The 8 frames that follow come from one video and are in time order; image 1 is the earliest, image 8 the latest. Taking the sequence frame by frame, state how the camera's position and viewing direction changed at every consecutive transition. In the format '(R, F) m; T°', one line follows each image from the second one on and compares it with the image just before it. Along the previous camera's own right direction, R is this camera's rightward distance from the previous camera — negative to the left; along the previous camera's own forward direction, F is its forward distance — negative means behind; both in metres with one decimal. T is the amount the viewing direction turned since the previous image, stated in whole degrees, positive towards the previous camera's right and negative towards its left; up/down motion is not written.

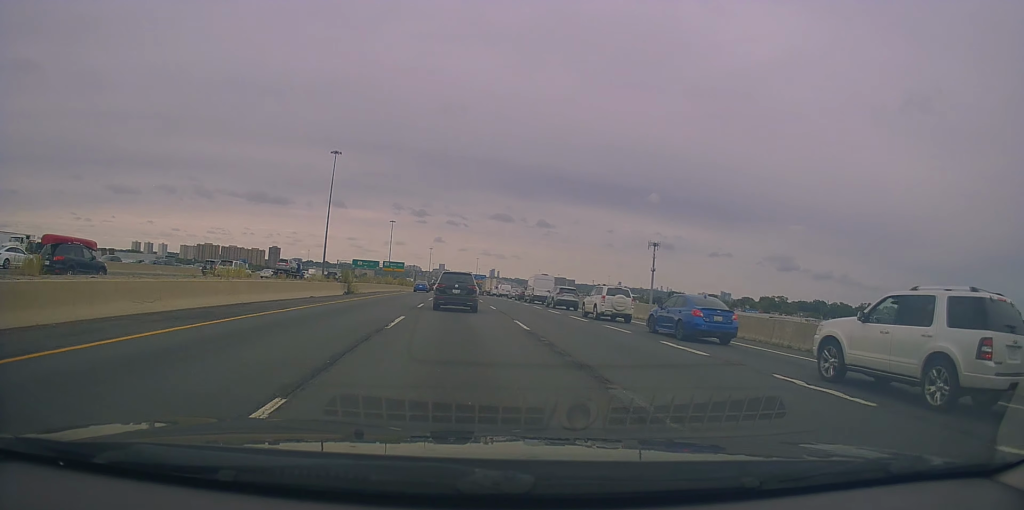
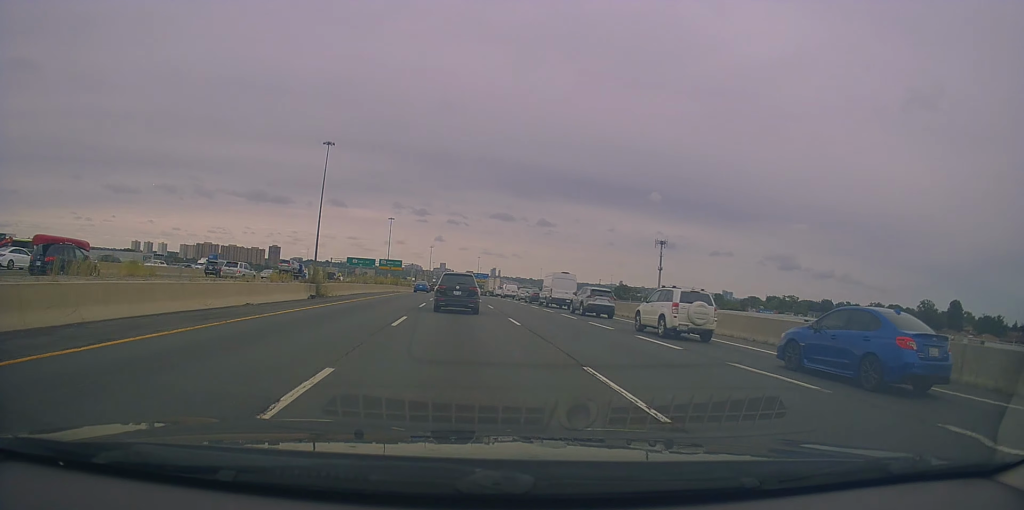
(-0.2, +10.4) m; 0°
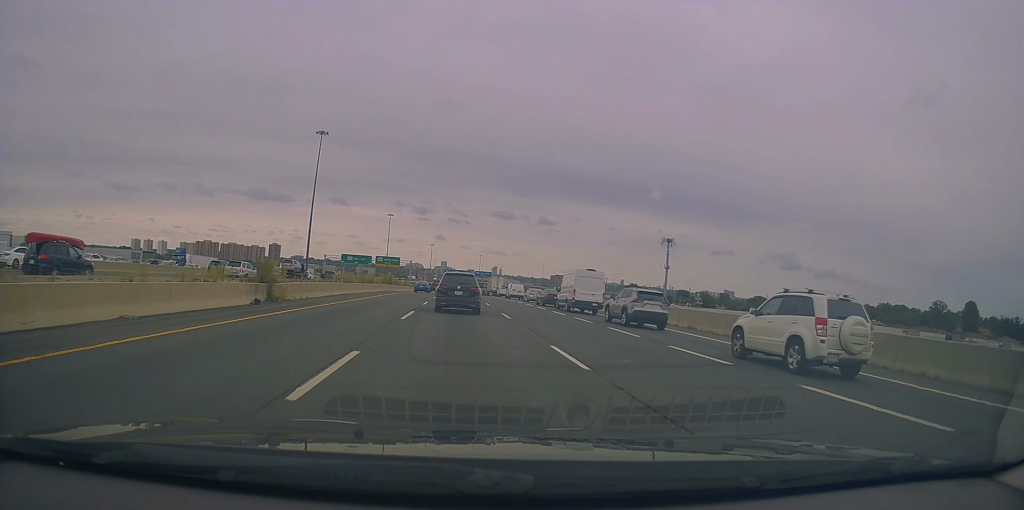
(+0.1, +9.4) m; +1°
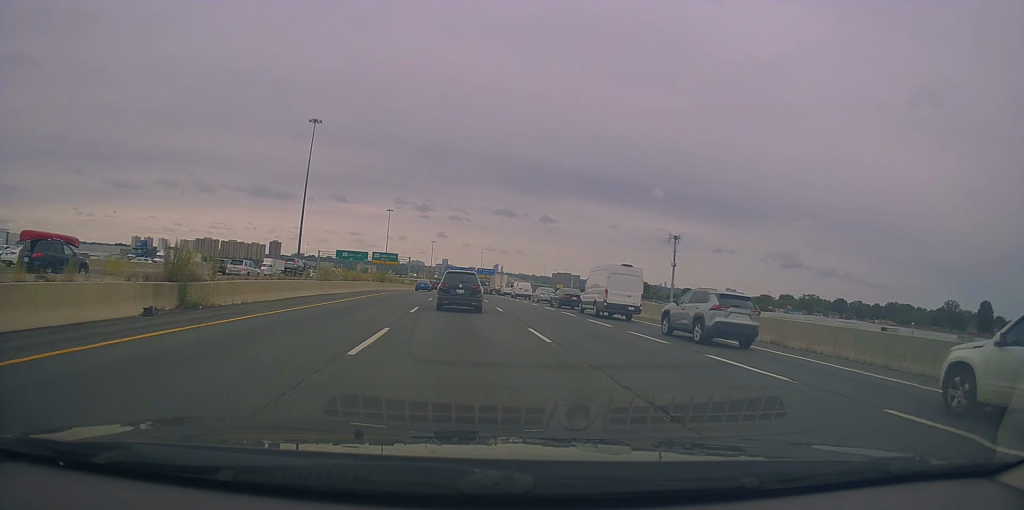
(0.0, +8.8) m; +1°
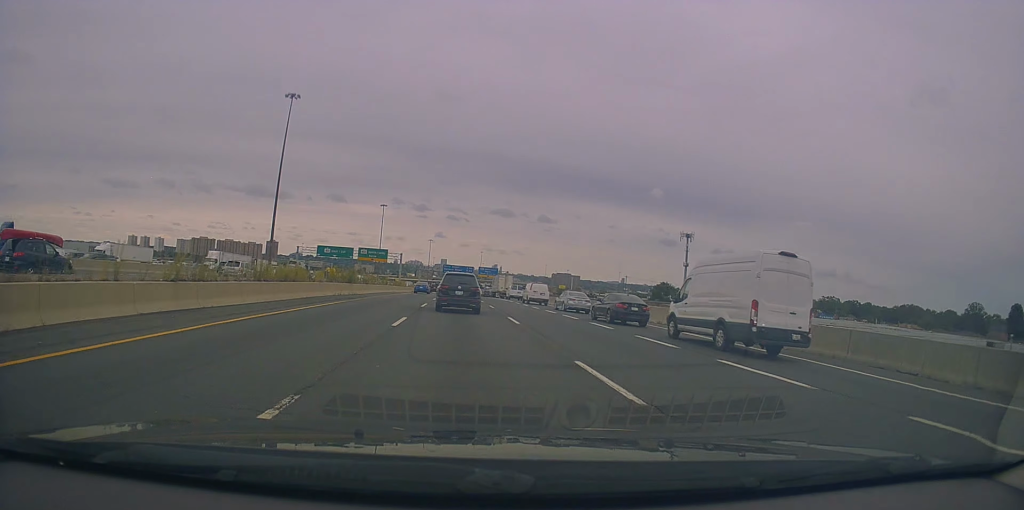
(+0.2, +19.3) m; -1°
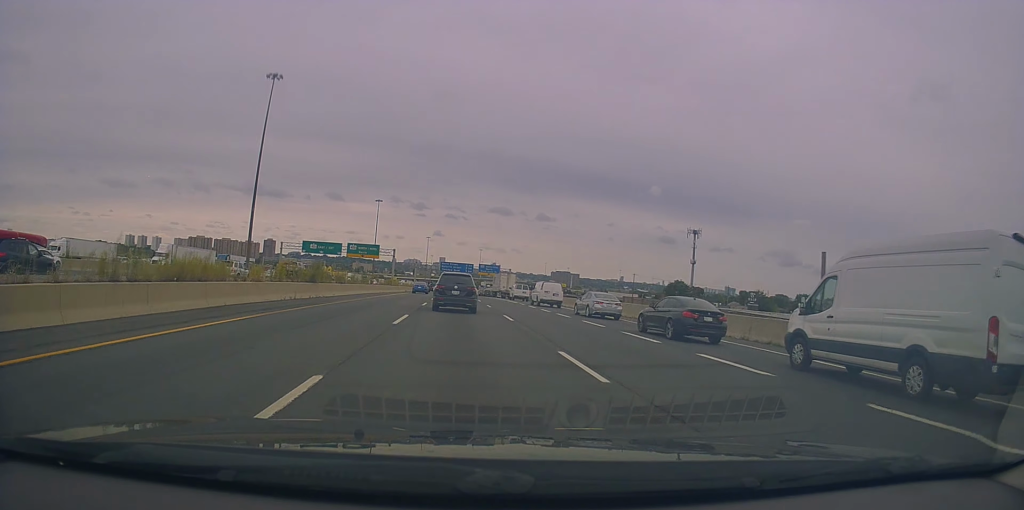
(-0.2, +11.1) m; -1°
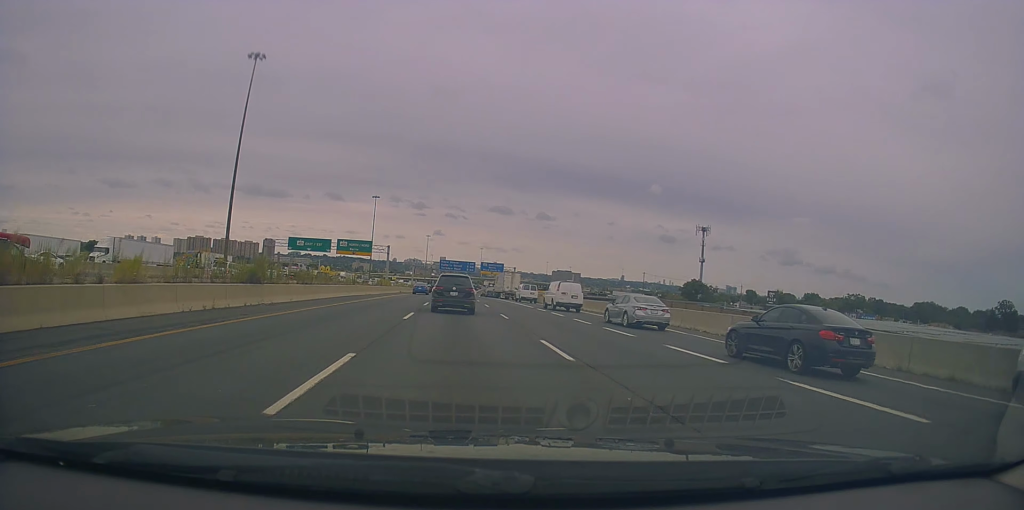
(0.0, +10.2) m; 0°
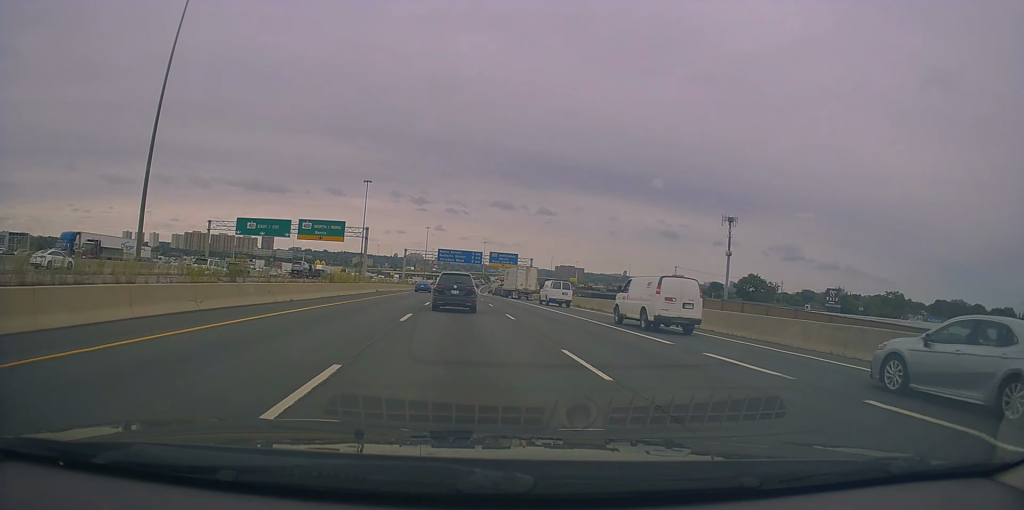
(+0.2, +27.0) m; +1°
